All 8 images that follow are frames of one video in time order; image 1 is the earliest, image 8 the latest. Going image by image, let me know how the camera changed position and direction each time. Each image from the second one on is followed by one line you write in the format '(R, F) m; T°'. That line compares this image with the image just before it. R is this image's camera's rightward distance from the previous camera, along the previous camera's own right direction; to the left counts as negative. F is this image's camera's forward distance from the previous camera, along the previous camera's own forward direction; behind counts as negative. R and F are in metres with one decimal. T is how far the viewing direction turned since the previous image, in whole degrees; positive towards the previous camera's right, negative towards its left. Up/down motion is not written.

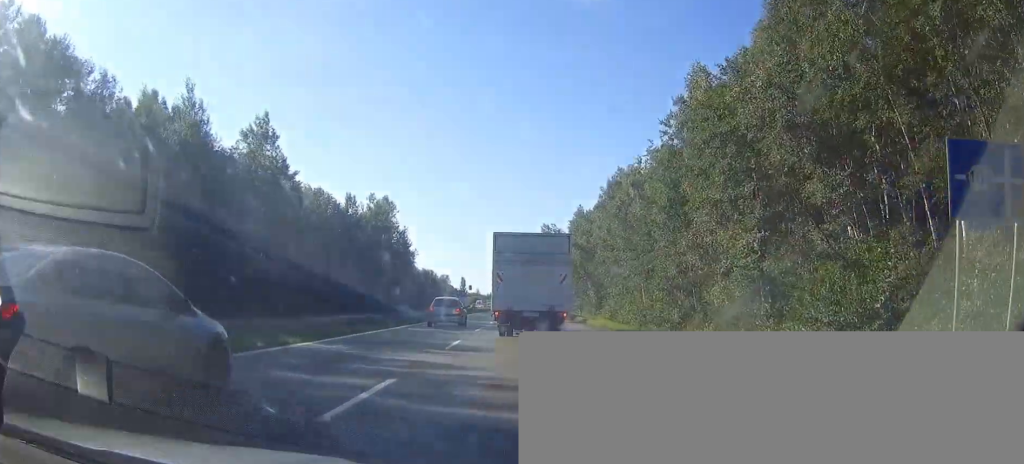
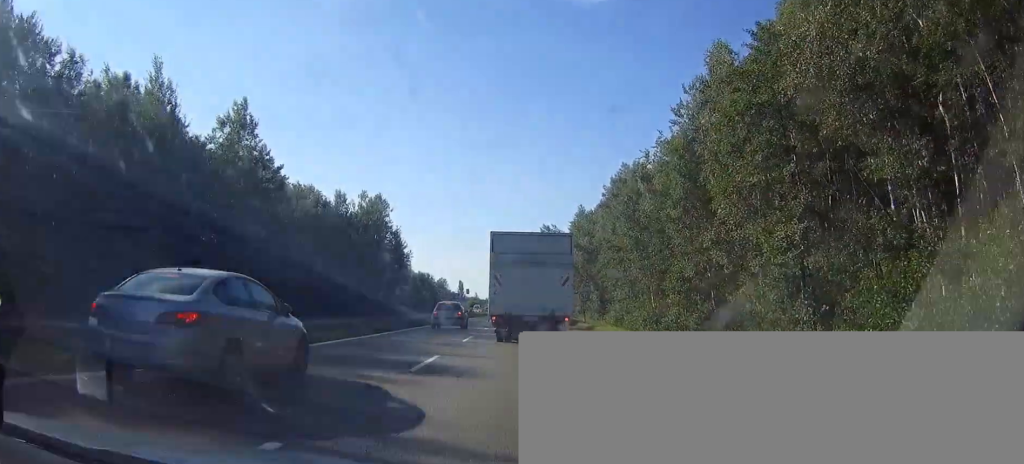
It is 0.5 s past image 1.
(0.0, +5.5) m; -1°
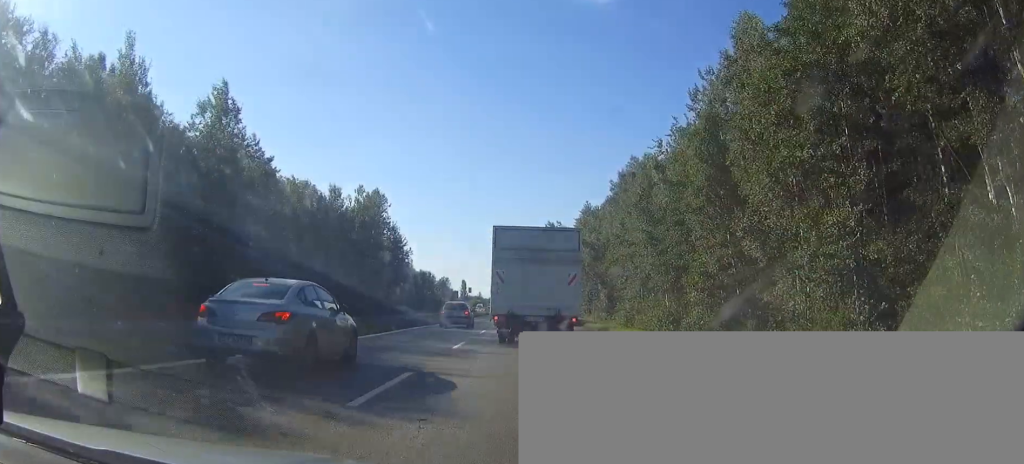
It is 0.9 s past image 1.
(+0.1, +5.1) m; -1°
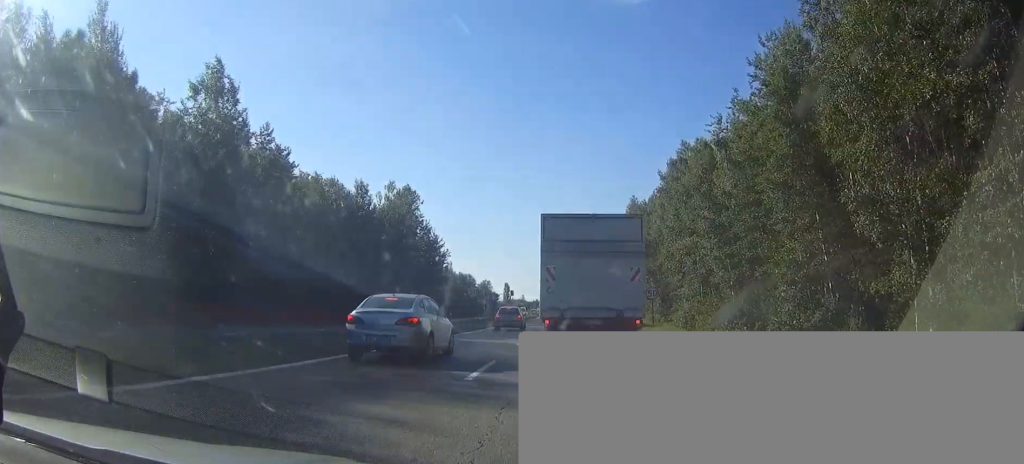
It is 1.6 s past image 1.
(-0.3, +7.6) m; -2°
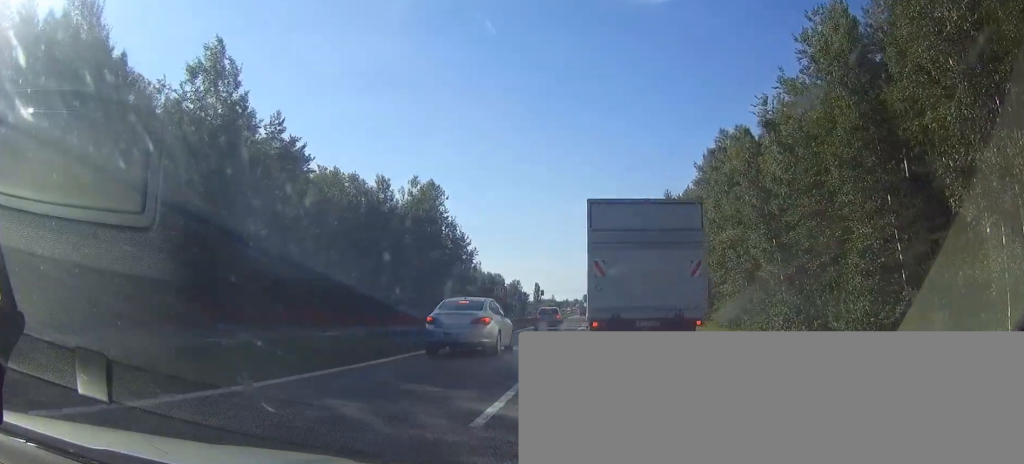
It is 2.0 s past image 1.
(0.0, +4.6) m; -1°
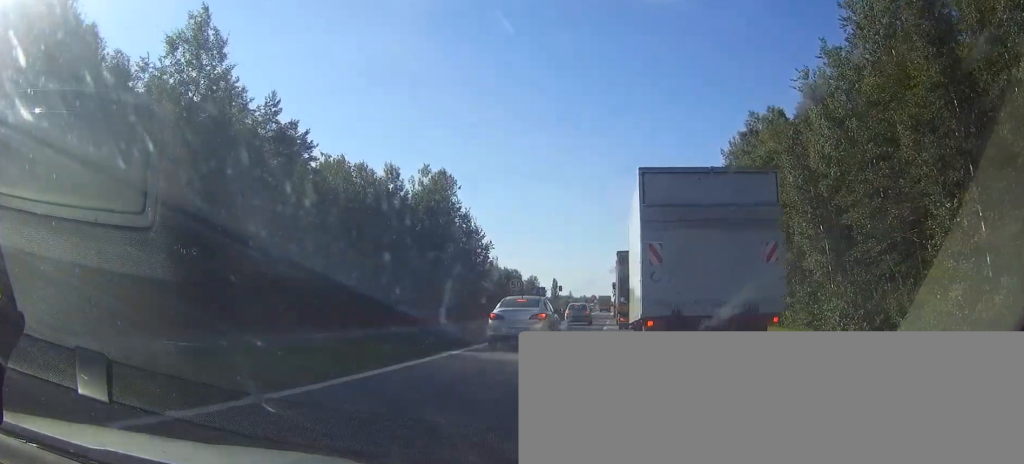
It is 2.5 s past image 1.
(-0.1, +5.2) m; -1°
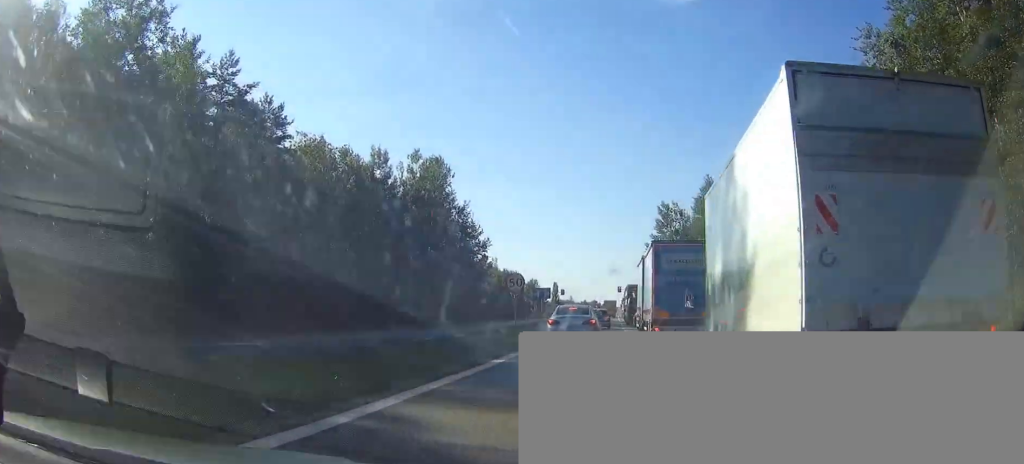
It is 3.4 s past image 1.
(-0.1, +9.2) m; -1°
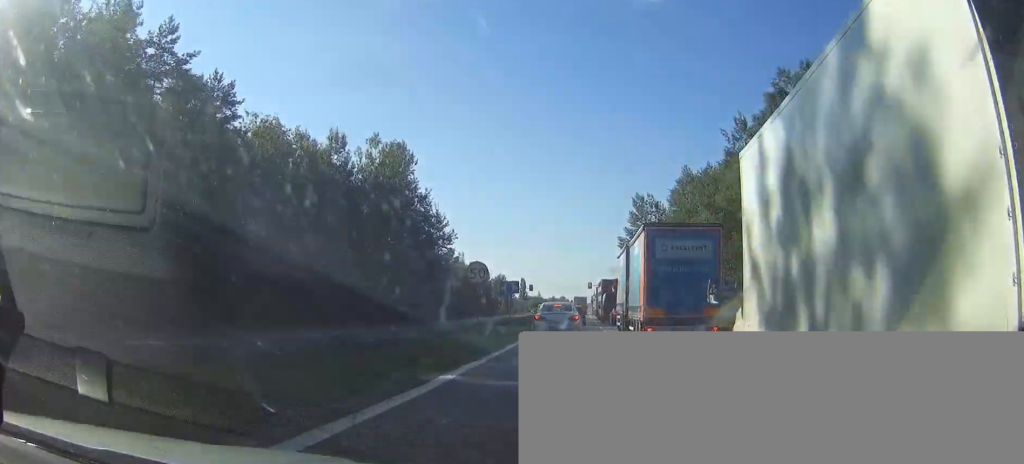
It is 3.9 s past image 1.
(0.0, +5.1) m; 0°
